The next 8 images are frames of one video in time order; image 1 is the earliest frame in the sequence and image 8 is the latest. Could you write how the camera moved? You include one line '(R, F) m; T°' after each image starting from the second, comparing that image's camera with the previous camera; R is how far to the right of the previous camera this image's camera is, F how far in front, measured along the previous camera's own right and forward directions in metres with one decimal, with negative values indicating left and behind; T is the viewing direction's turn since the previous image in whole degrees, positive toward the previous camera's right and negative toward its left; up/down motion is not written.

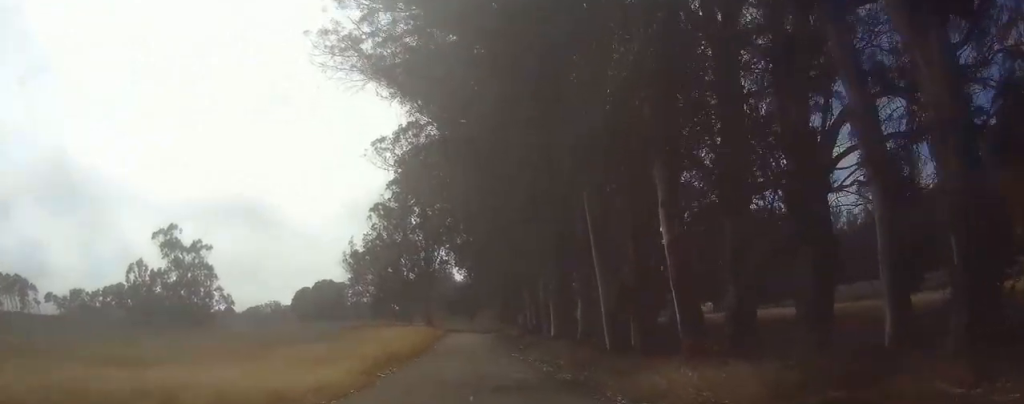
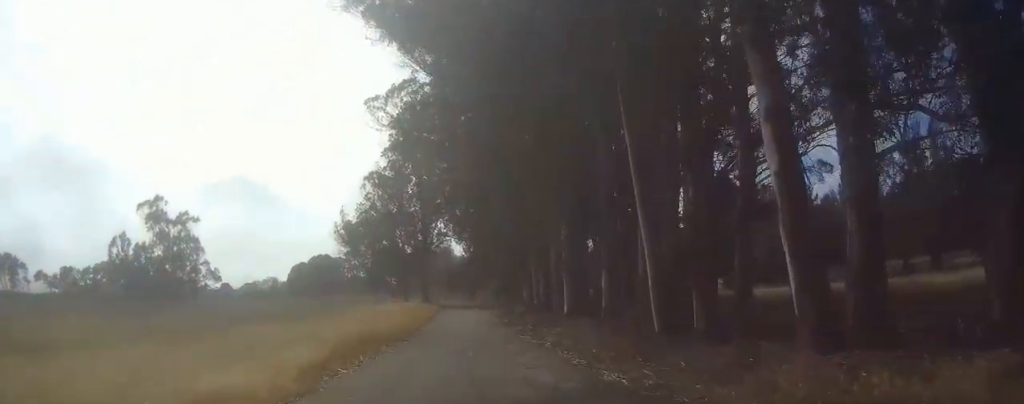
(0.0, +8.5) m; 0°
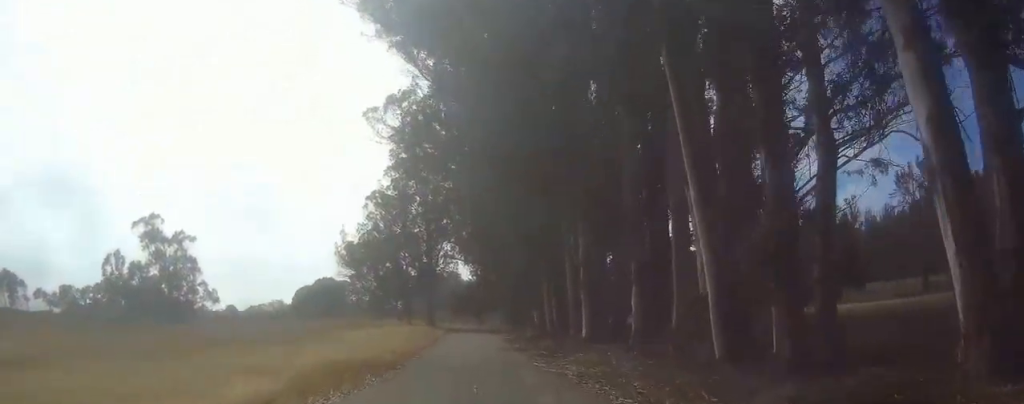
(-0.1, +5.6) m; +1°
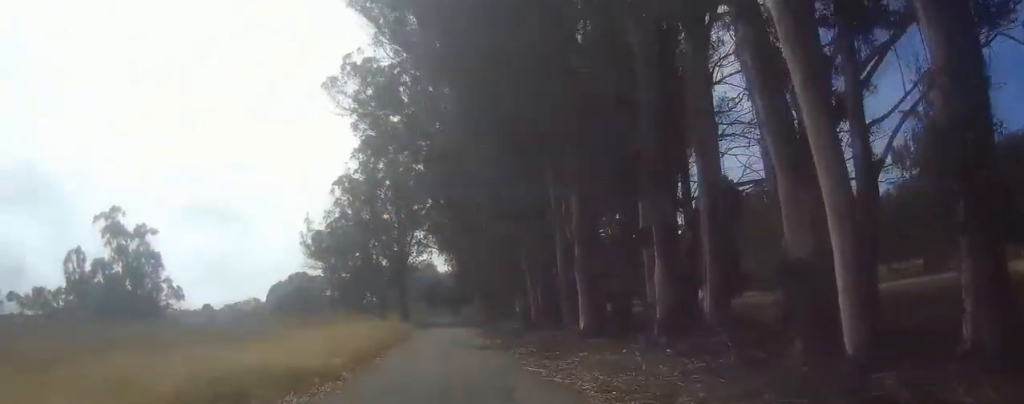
(+0.2, +7.9) m; +1°
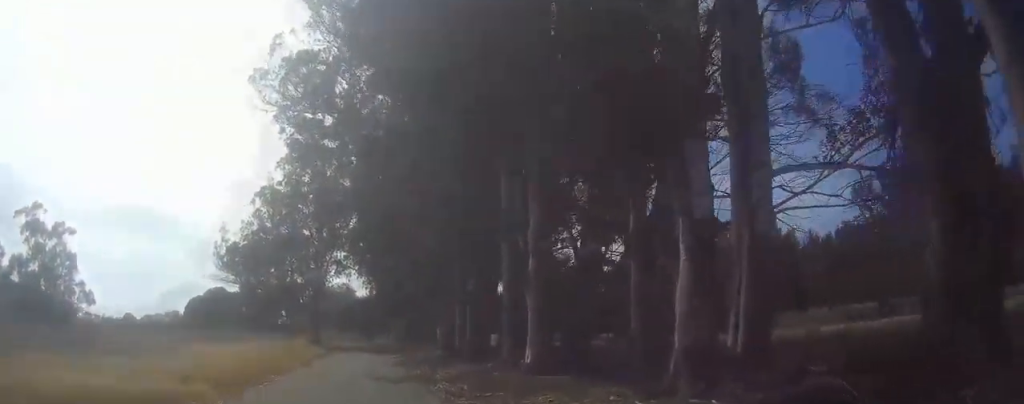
(0.0, +8.3) m; 0°
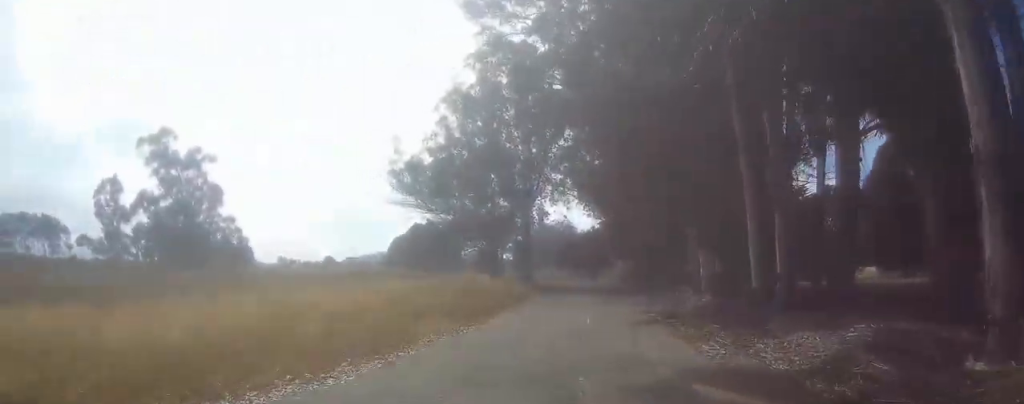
(-0.2, +21.3) m; -2°
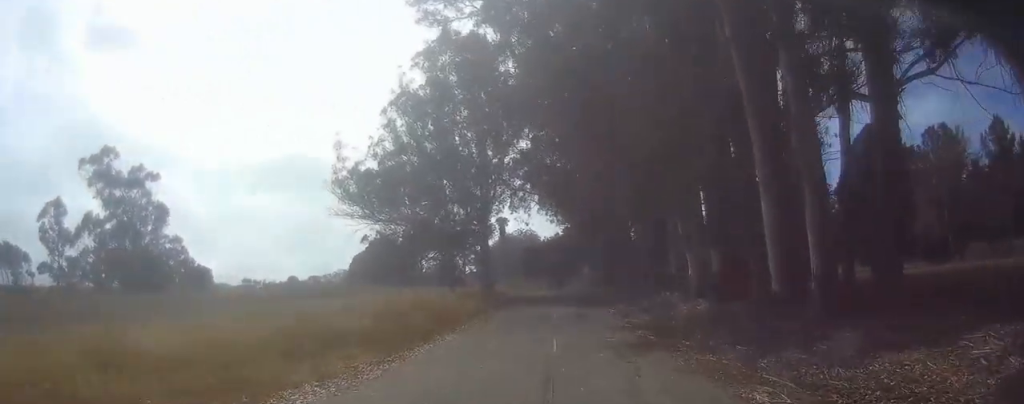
(+0.1, +7.0) m; -2°
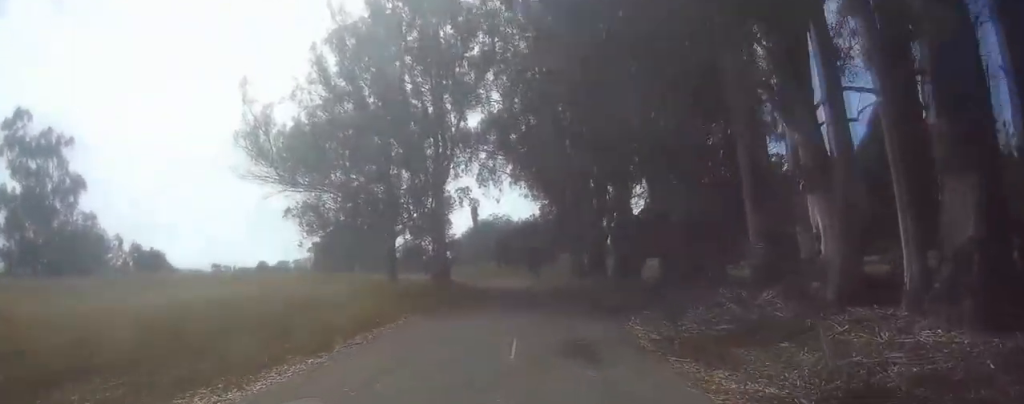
(-0.3, +19.4) m; +3°
